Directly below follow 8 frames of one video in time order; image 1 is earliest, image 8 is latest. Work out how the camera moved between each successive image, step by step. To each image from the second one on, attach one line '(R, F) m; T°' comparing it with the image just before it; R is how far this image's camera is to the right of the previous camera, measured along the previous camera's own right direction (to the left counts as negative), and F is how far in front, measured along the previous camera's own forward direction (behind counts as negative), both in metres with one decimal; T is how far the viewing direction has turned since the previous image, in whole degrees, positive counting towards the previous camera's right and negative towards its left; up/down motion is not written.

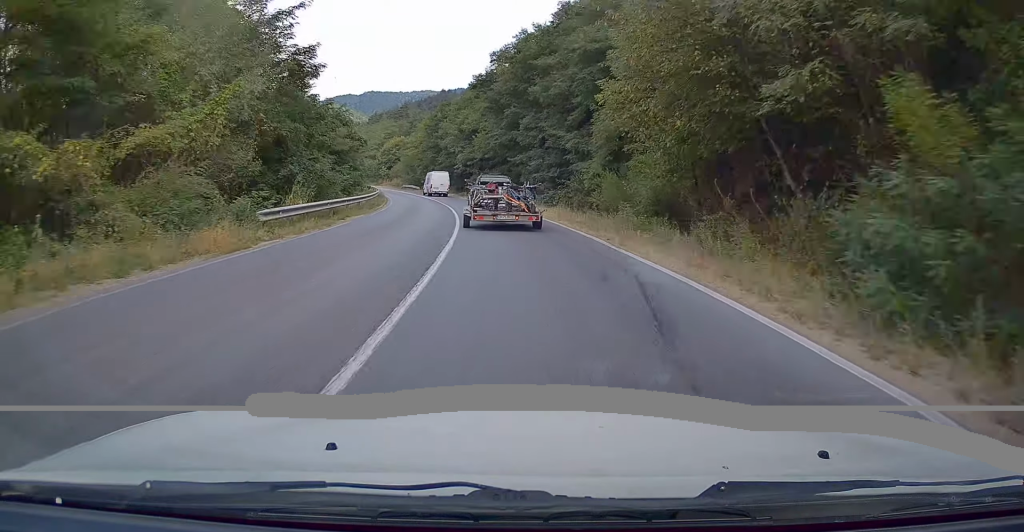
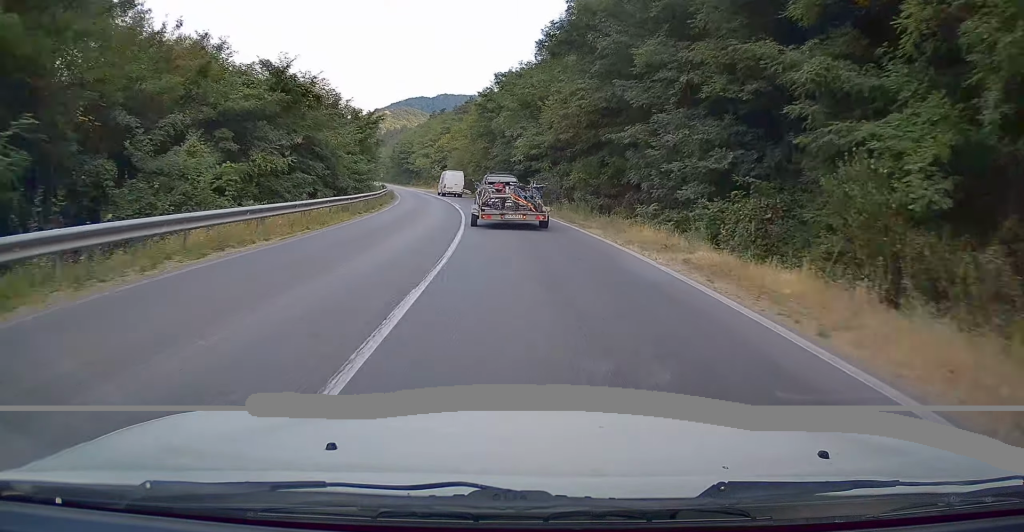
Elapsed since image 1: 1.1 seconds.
(-0.7, +25.5) m; -5°
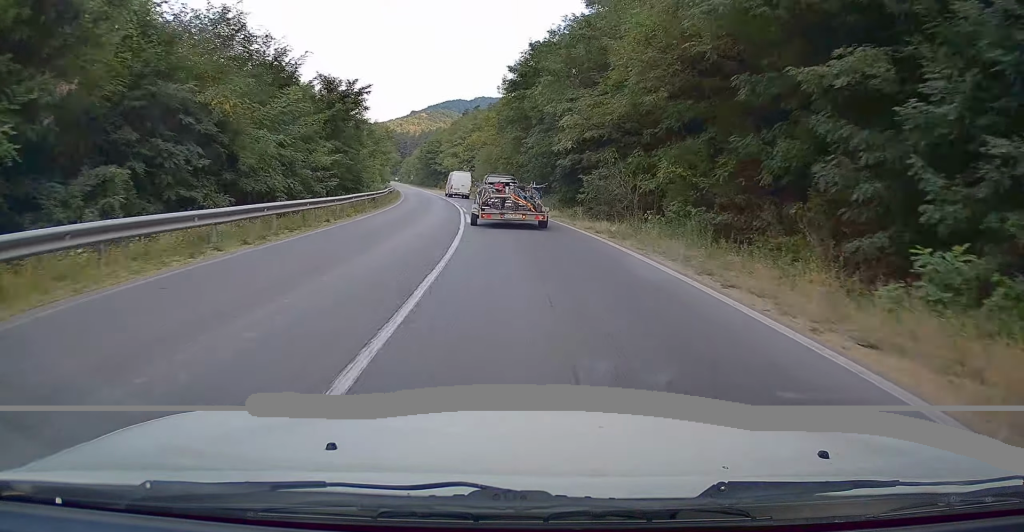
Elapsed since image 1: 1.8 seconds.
(-0.8, +14.9) m; -4°
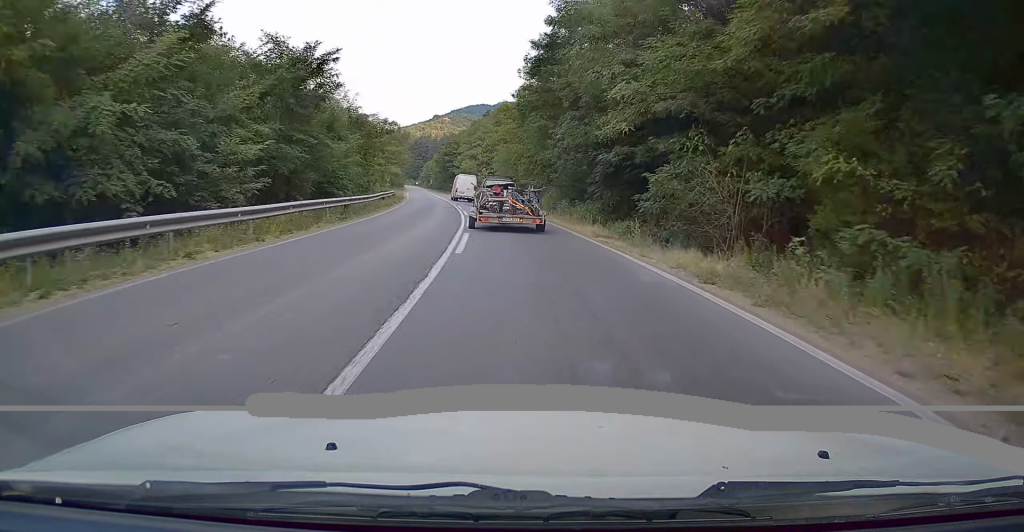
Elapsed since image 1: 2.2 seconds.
(0.0, +9.7) m; -3°
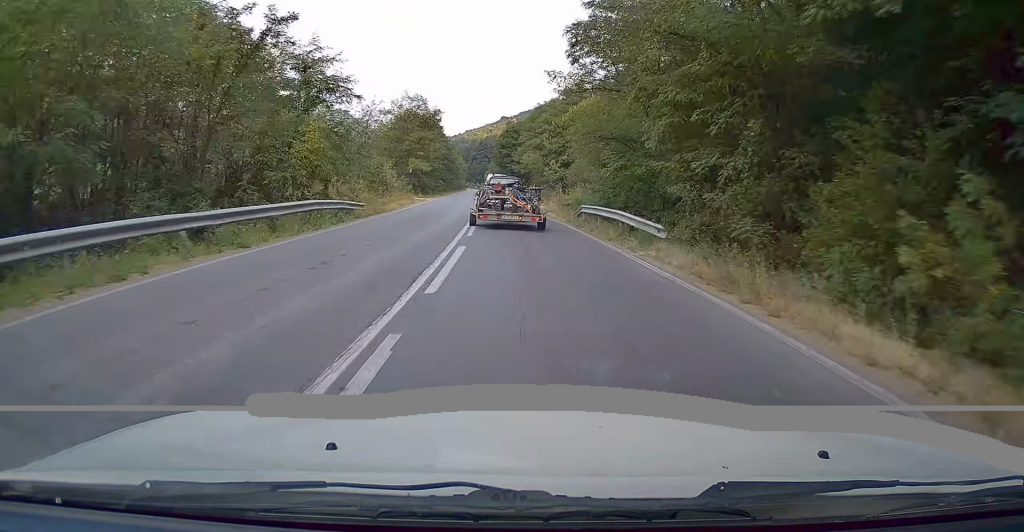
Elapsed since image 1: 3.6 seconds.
(-2.5, +31.0) m; -8°
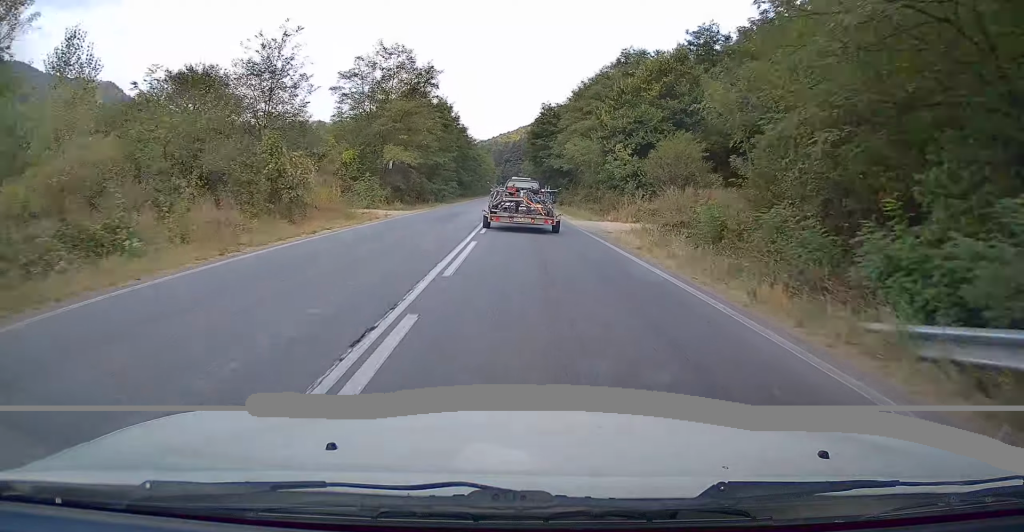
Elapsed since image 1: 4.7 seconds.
(-1.2, +25.3) m; -4°
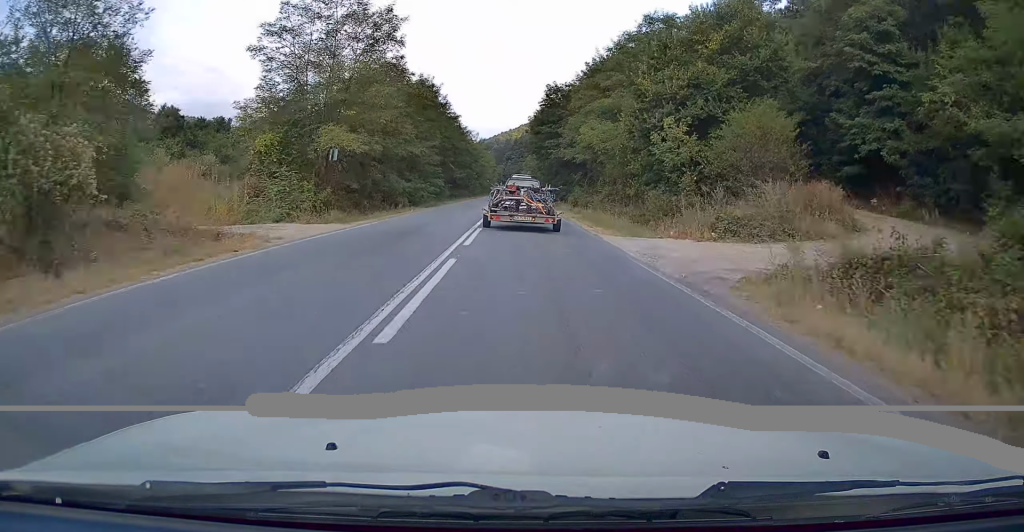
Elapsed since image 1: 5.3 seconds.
(0.0, +13.1) m; -1°
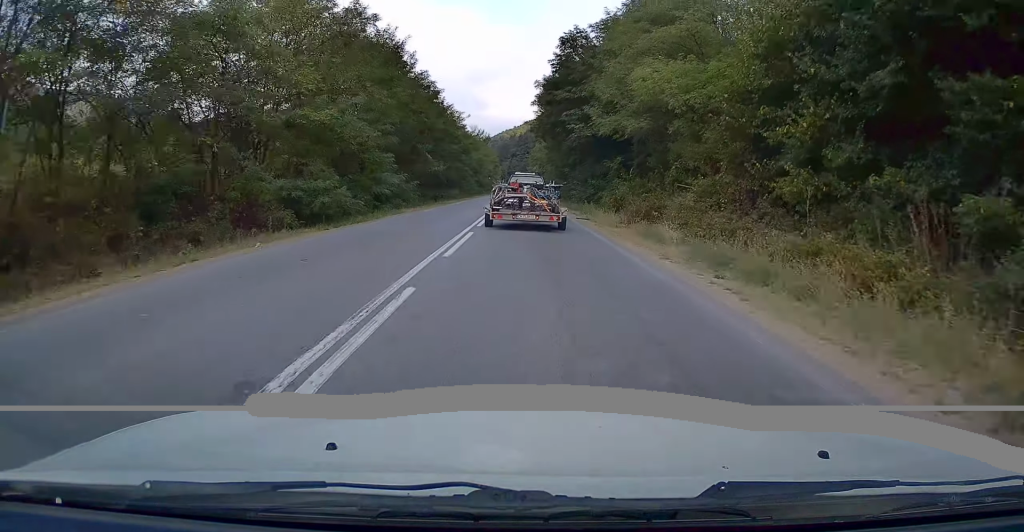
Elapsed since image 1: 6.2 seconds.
(-0.4, +21.0) m; -1°
